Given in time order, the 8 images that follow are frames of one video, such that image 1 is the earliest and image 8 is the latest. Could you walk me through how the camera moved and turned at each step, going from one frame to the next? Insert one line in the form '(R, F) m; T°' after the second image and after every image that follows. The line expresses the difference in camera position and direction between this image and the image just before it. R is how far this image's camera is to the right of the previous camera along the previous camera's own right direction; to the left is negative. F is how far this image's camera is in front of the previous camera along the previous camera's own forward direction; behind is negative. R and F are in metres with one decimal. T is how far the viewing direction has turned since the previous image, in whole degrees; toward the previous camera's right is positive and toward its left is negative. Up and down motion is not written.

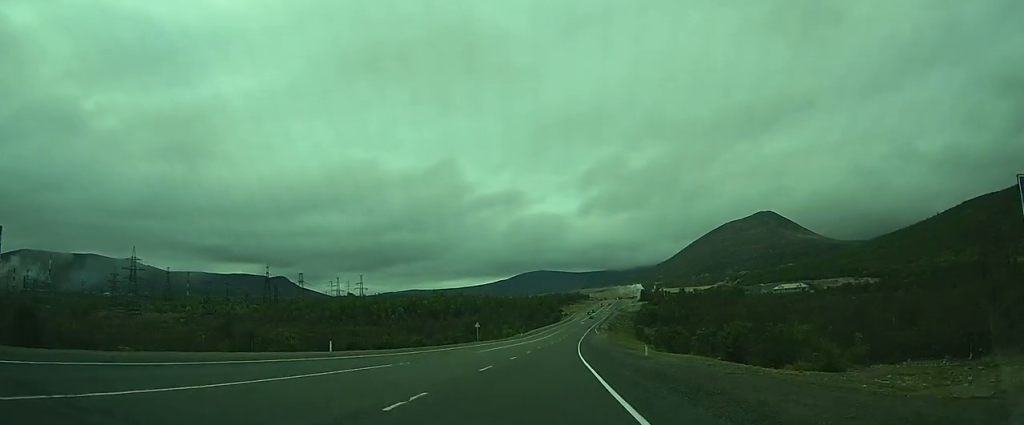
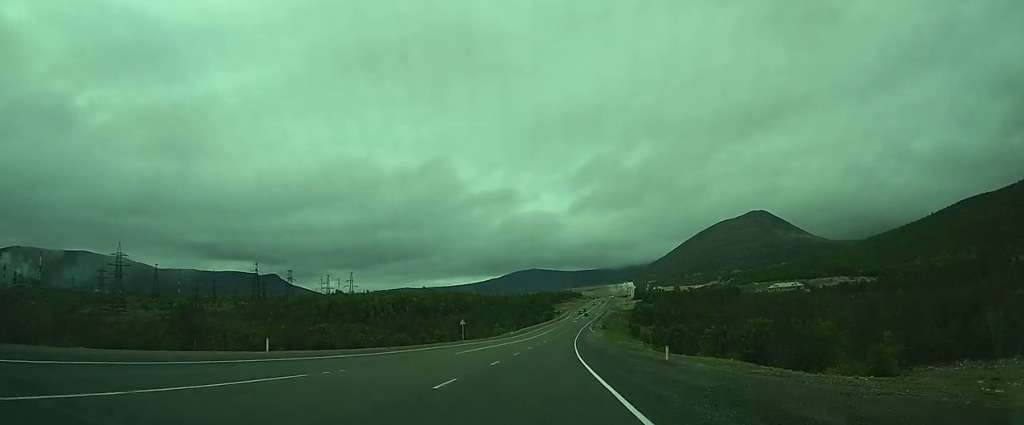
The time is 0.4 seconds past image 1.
(+0.1, +7.8) m; 0°
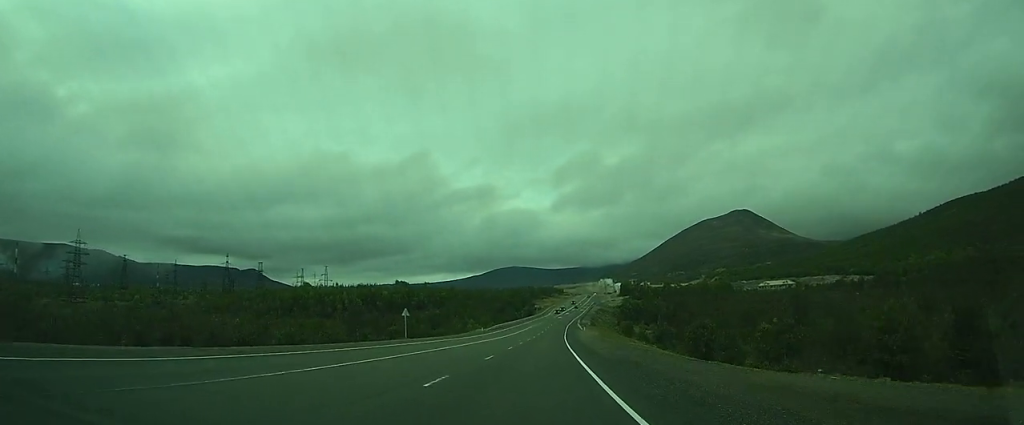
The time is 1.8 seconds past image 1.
(+0.1, +24.7) m; +1°
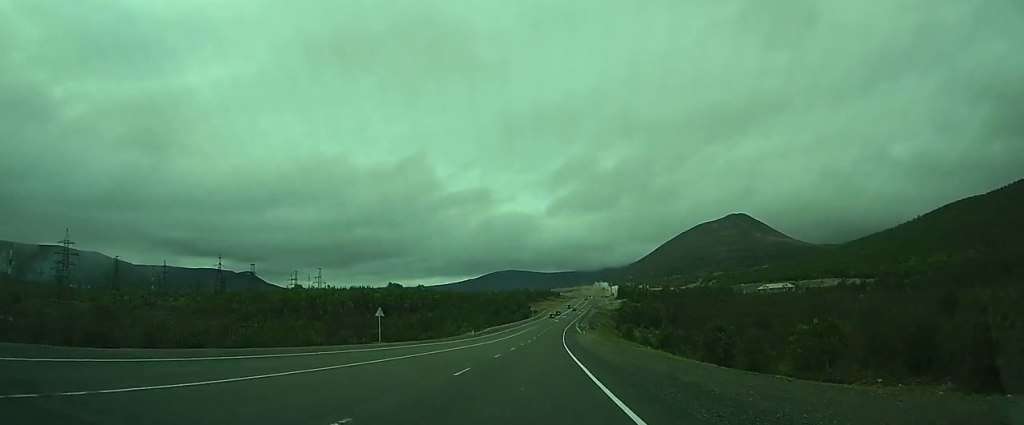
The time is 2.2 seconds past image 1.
(+0.1, +8.2) m; 0°
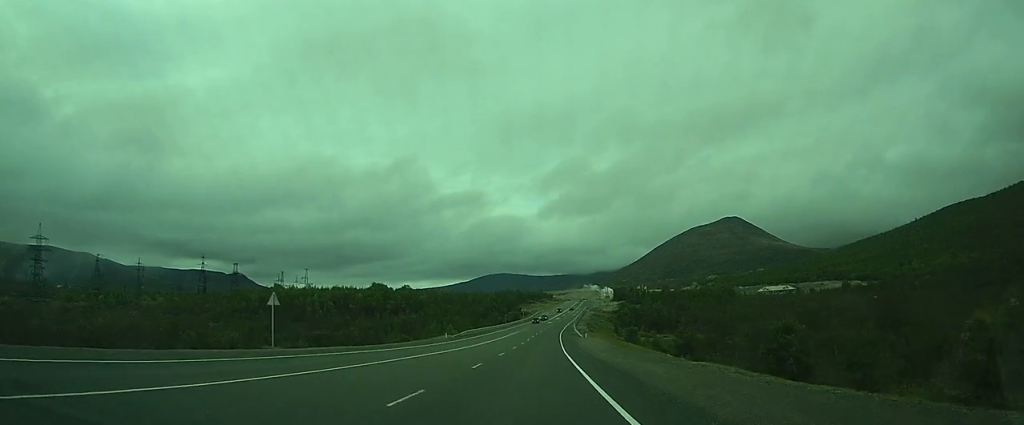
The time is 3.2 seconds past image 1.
(+0.1, +19.8) m; 0°
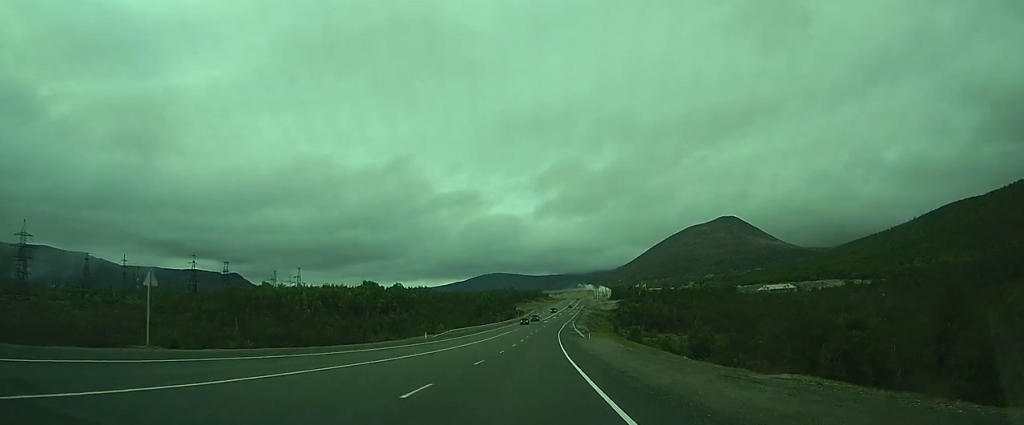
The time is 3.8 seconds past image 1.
(0.0, +11.0) m; 0°
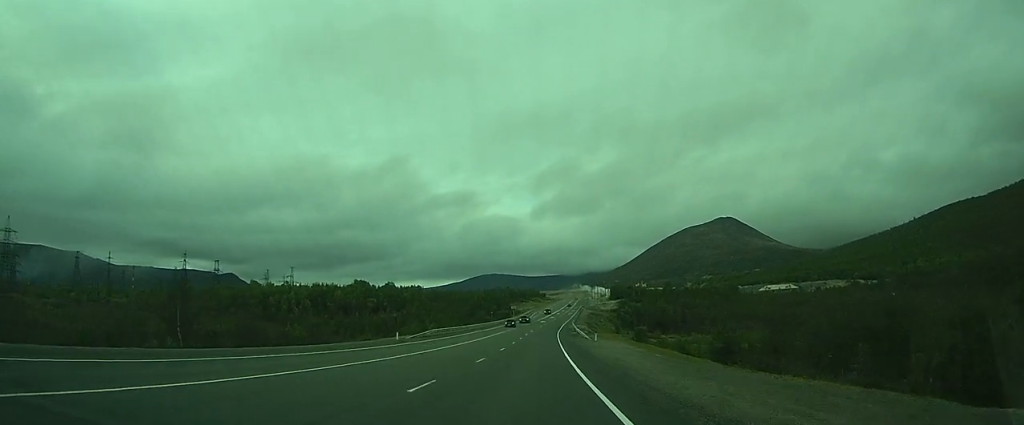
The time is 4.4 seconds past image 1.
(0.0, +11.7) m; 0°
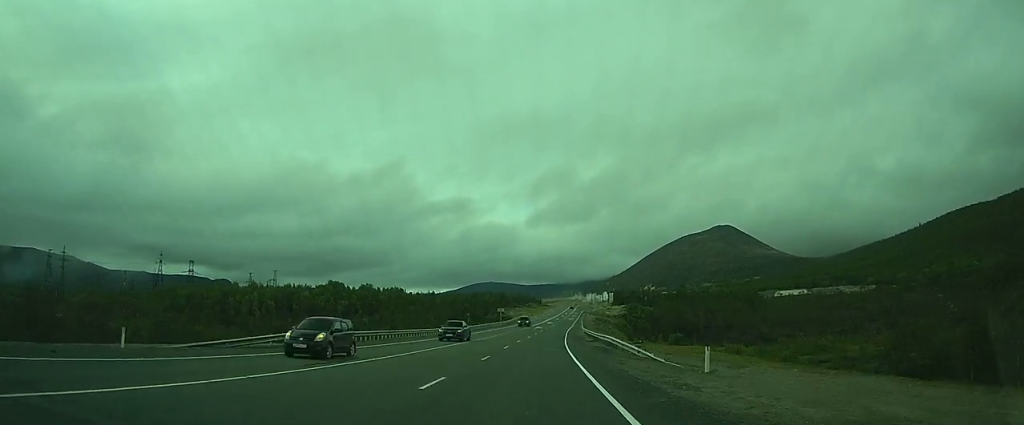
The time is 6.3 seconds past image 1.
(+0.6, +36.9) m; +4°
